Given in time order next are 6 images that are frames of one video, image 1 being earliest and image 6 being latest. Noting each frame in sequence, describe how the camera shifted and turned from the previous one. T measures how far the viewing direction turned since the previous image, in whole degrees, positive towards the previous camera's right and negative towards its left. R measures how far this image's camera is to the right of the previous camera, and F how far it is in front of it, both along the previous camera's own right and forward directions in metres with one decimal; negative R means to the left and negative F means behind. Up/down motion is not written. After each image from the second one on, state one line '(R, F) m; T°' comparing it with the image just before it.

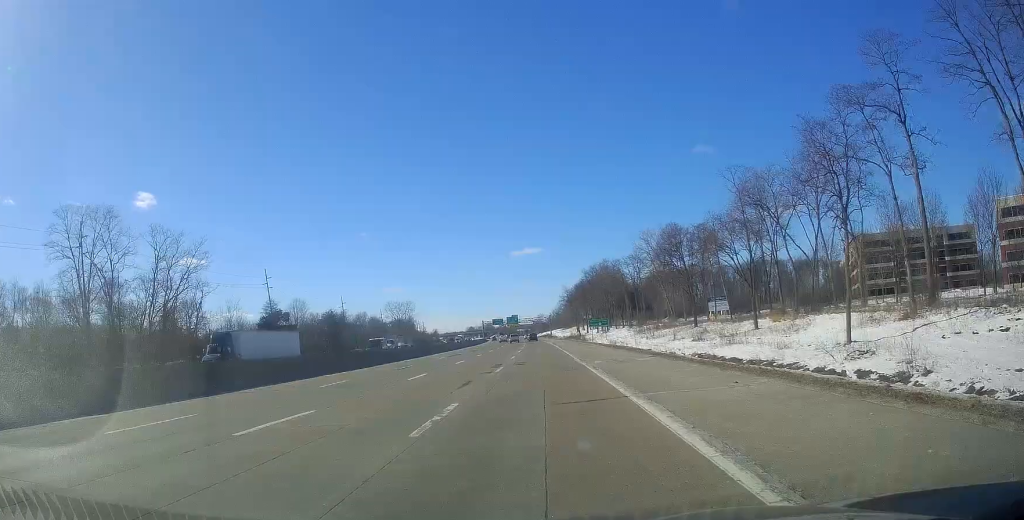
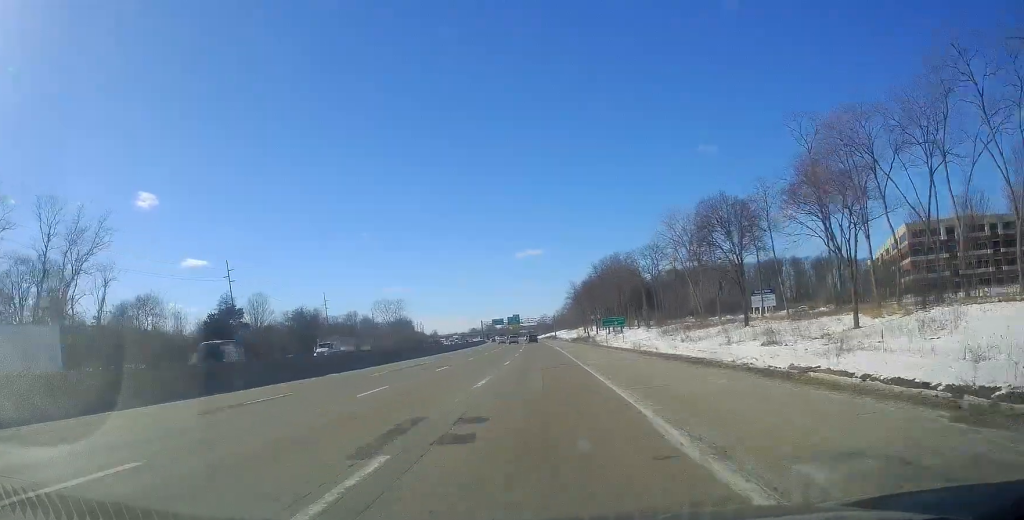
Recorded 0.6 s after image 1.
(0.0, +22.0) m; -1°
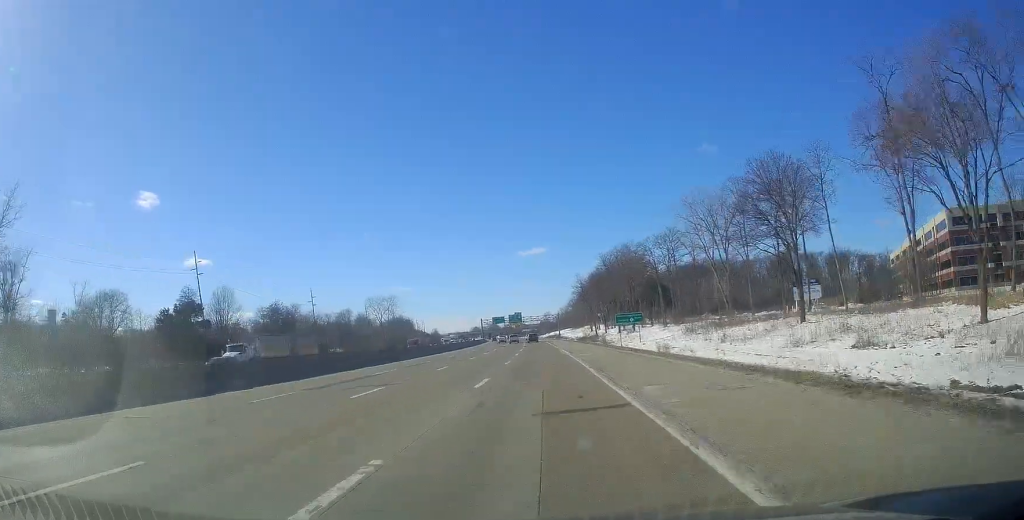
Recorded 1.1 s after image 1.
(+0.2, +14.9) m; 0°
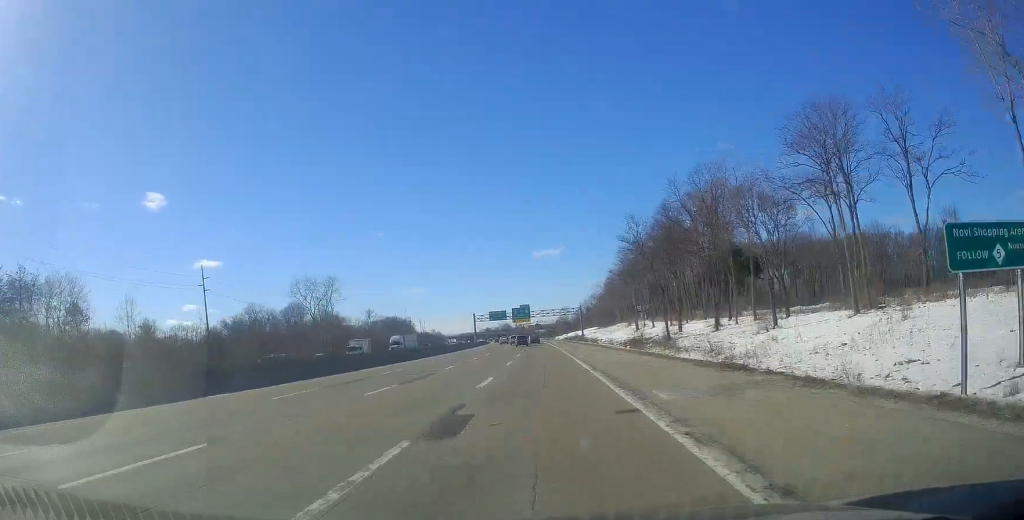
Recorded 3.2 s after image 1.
(-1.3, +68.1) m; -1°
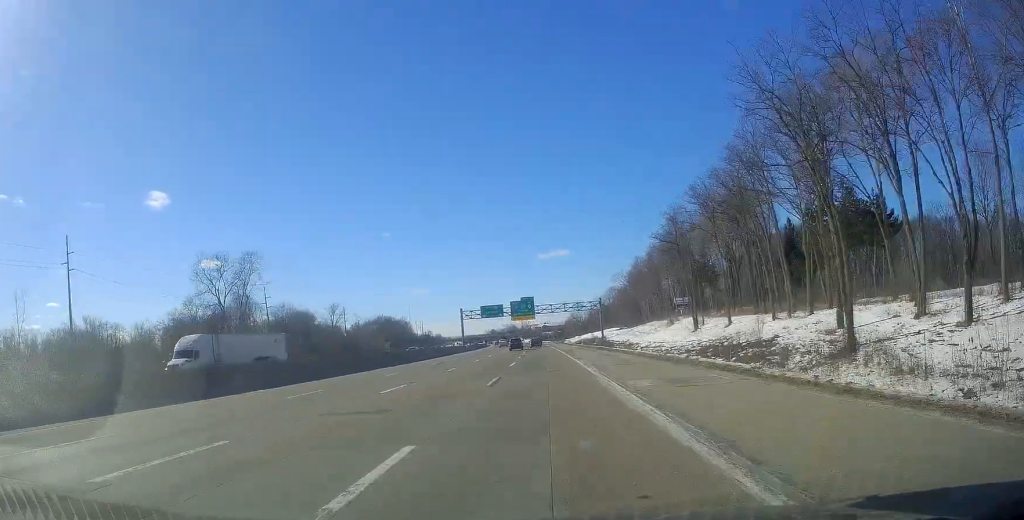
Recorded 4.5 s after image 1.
(-0.2, +37.7) m; -1°
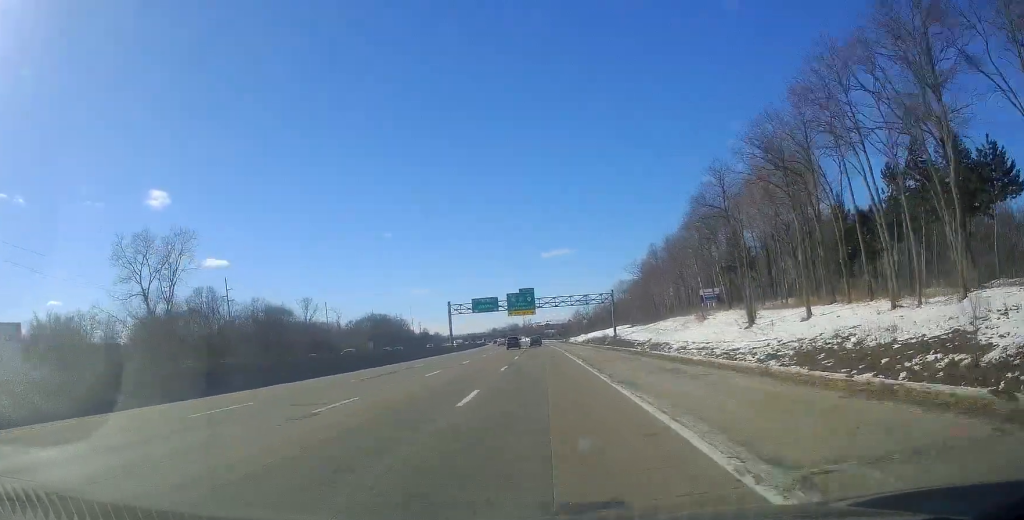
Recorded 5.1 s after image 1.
(-0.1, +18.6) m; 0°
